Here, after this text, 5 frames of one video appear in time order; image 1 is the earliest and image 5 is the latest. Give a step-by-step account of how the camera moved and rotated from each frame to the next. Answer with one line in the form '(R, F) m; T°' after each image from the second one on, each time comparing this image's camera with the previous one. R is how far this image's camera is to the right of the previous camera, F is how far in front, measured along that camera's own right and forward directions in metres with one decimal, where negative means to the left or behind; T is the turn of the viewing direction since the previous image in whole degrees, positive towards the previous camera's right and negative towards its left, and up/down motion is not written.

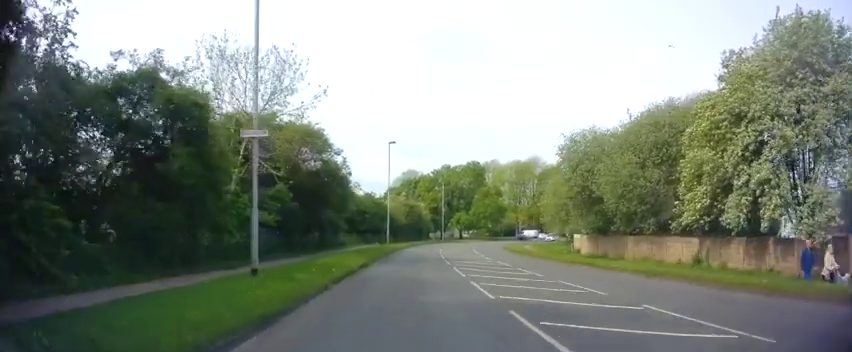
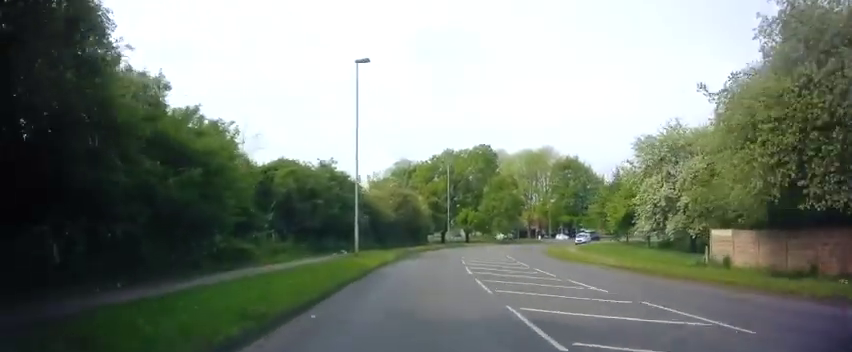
(+0.2, +22.5) m; +3°
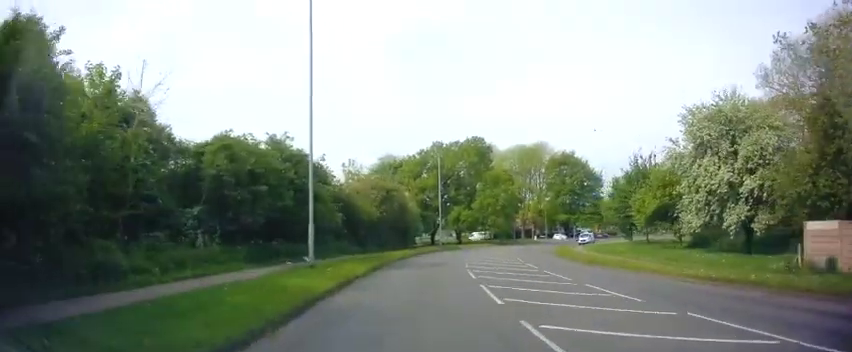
(+0.2, +7.8) m; 0°
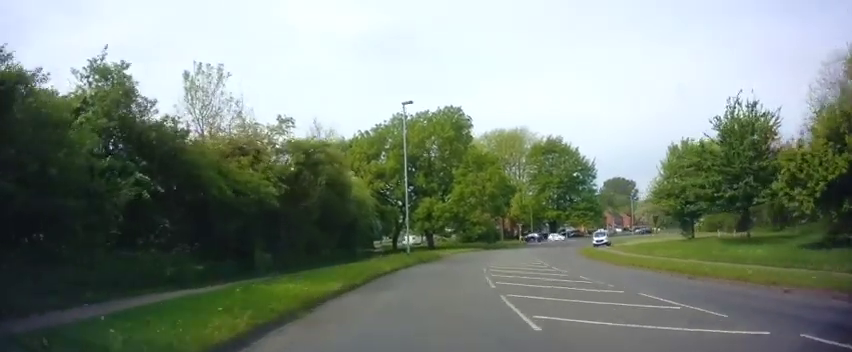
(+0.4, +20.9) m; +4°
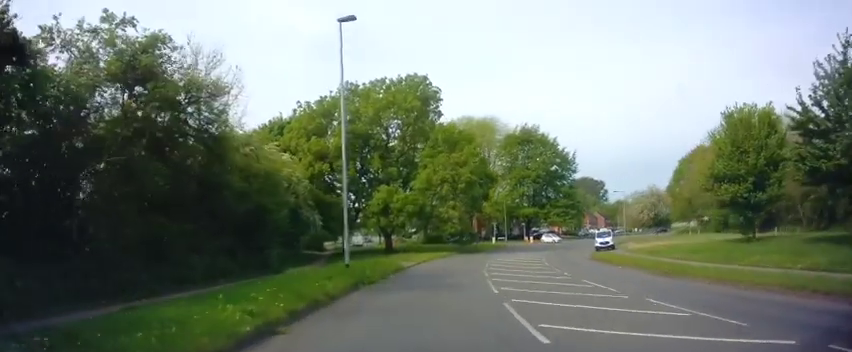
(+0.3, +13.1) m; +4°
